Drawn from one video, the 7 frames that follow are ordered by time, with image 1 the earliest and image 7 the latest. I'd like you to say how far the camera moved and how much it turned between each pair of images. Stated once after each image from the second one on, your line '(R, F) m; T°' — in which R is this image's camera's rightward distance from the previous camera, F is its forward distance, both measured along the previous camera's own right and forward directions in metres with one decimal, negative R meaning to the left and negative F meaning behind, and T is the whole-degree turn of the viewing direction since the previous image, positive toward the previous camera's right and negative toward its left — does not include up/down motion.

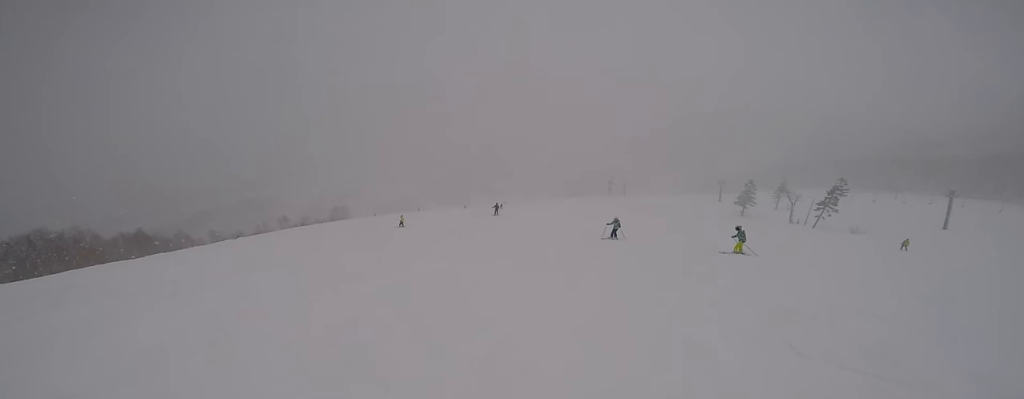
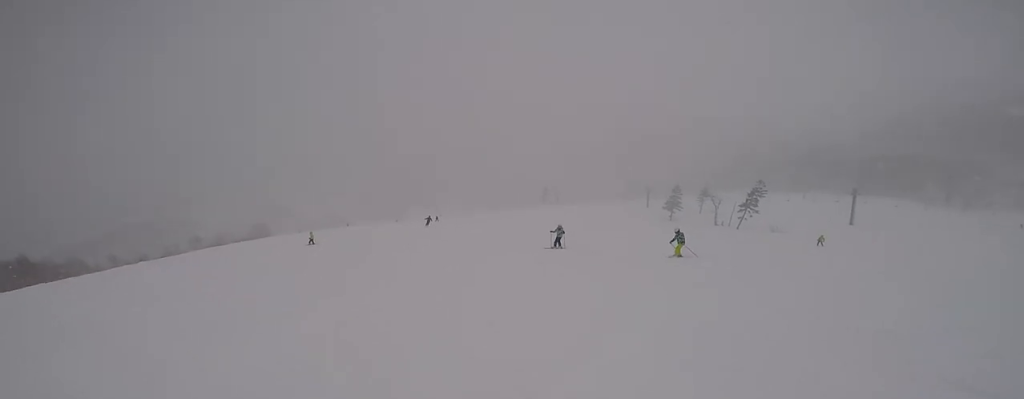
(+0.5, +2.0) m; +17°
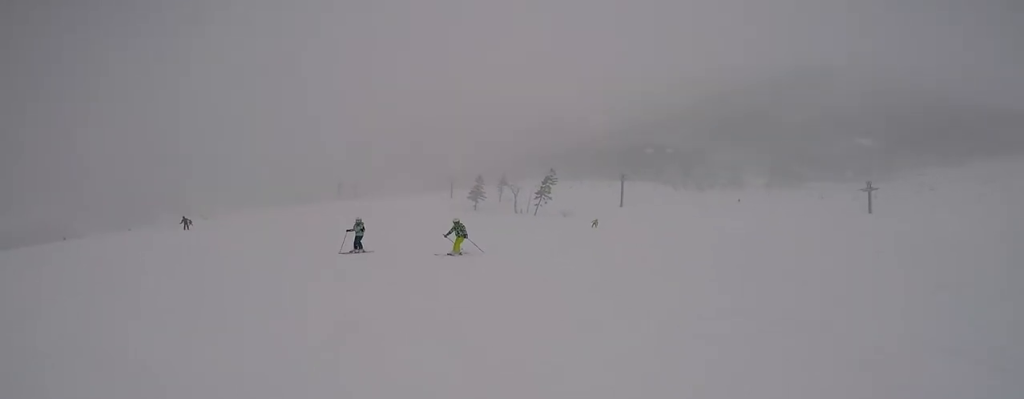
(+1.3, +4.1) m; +27°
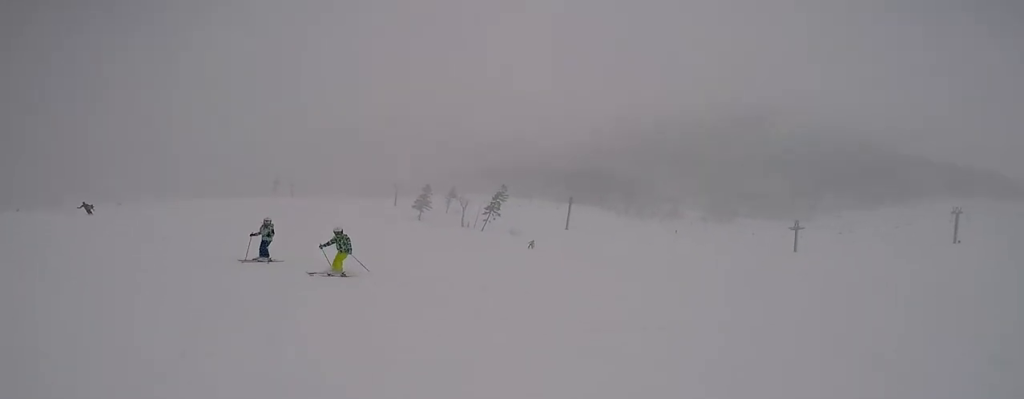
(+0.1, +2.2) m; +10°
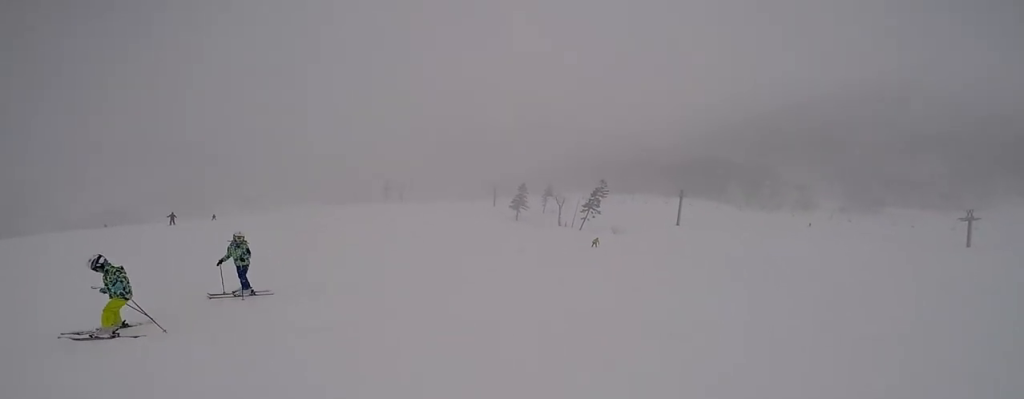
(+0.7, +5.0) m; +10°
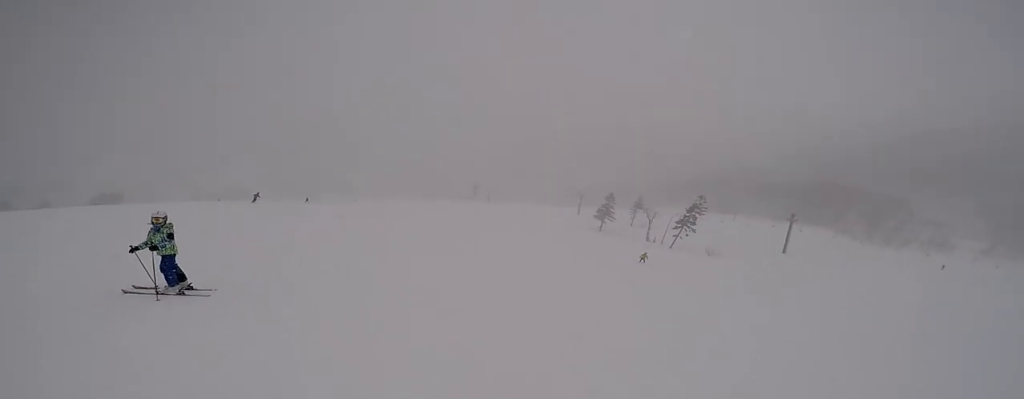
(+0.1, +3.7) m; 0°
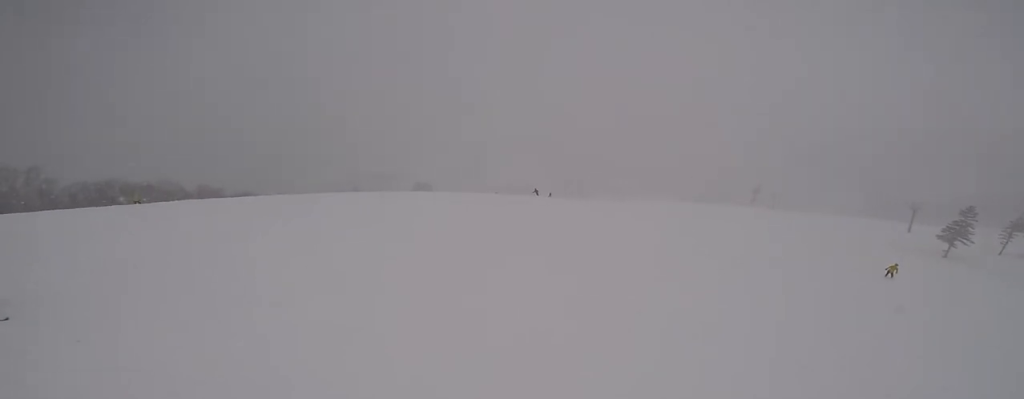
(-2.2, +5.8) m; -56°
